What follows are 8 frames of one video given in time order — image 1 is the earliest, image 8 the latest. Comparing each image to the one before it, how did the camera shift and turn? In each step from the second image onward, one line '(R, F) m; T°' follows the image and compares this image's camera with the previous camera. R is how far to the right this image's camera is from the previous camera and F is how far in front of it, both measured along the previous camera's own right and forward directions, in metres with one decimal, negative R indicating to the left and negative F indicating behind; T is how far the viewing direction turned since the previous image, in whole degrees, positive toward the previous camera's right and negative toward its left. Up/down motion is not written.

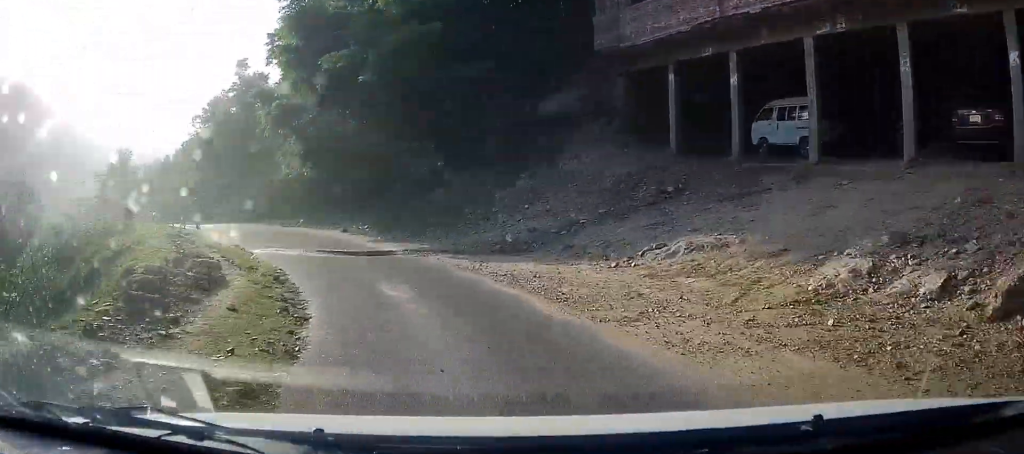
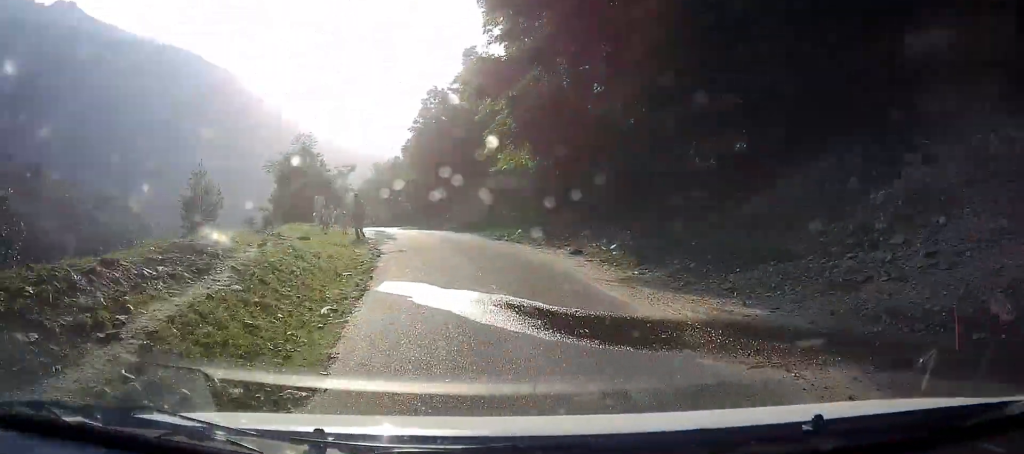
(-2.2, +9.0) m; -27°
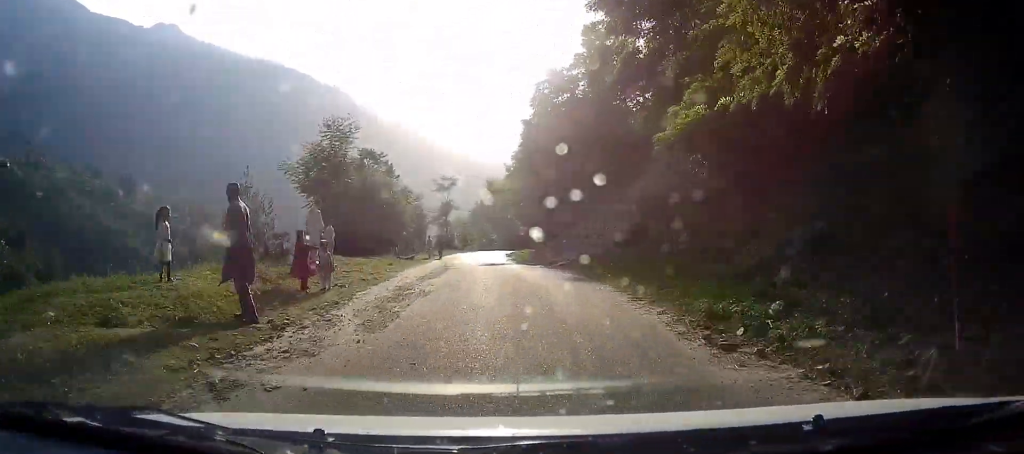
(-3.3, +13.9) m; -17°
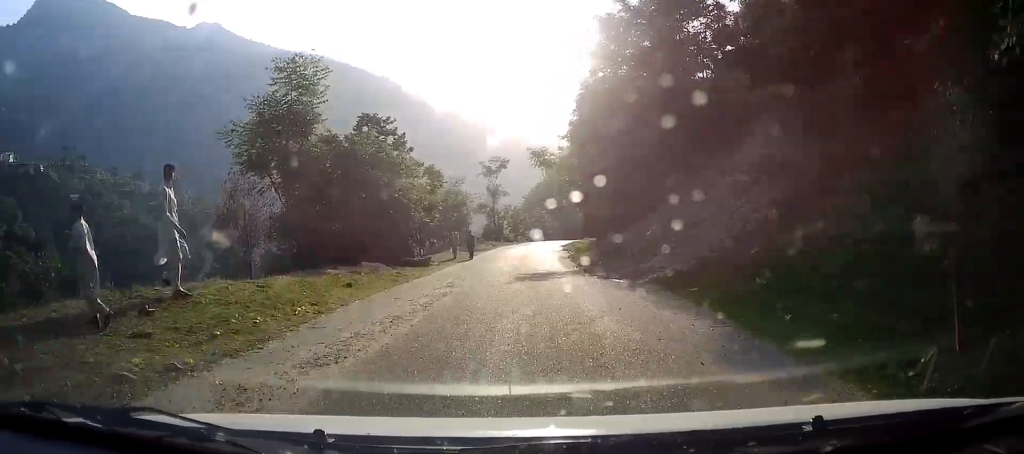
(-0.3, +9.5) m; -4°
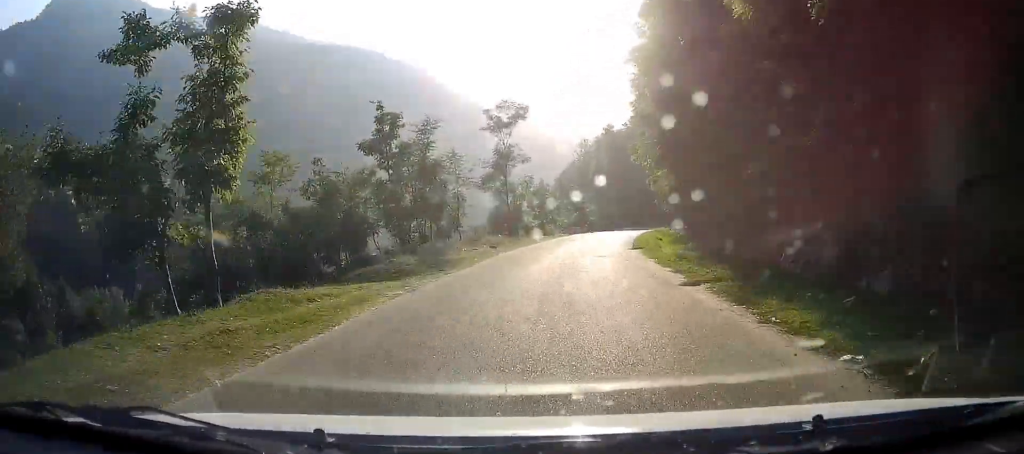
(-2.1, +25.8) m; -6°
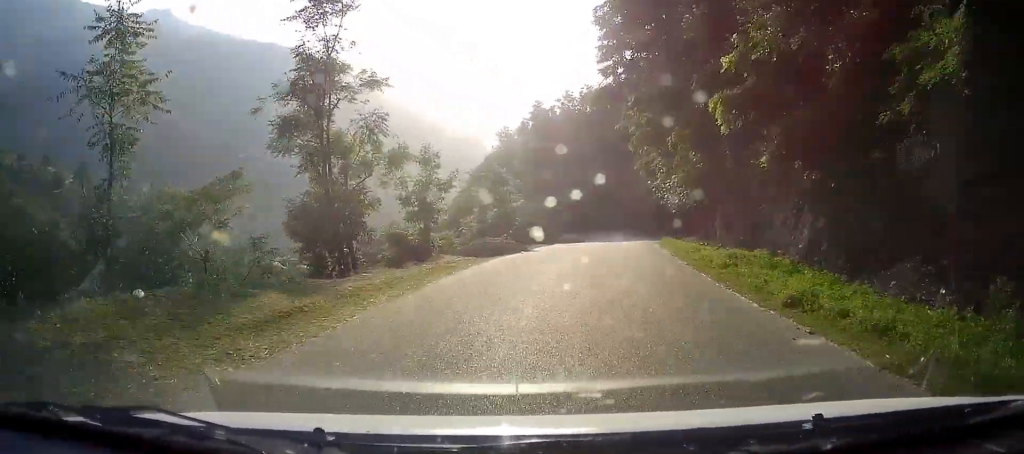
(+0.9, +26.3) m; +5°
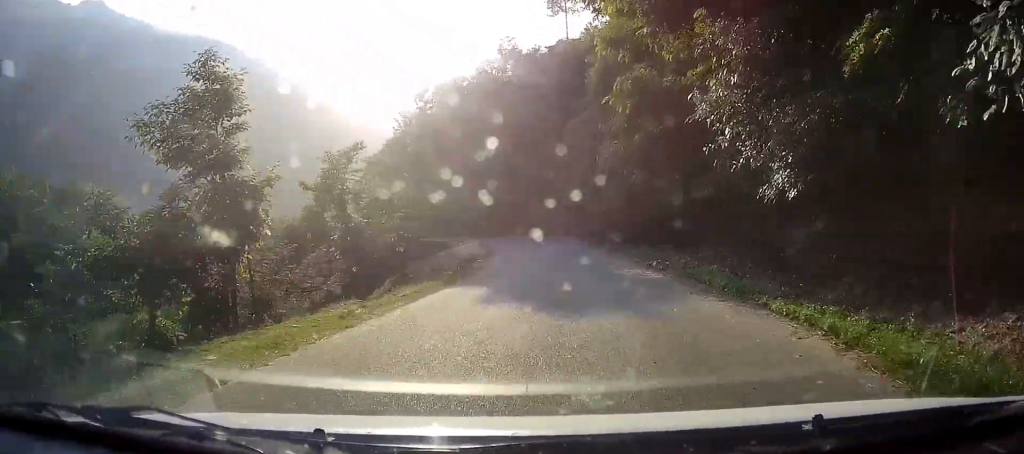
(+1.2, +24.5) m; +8°
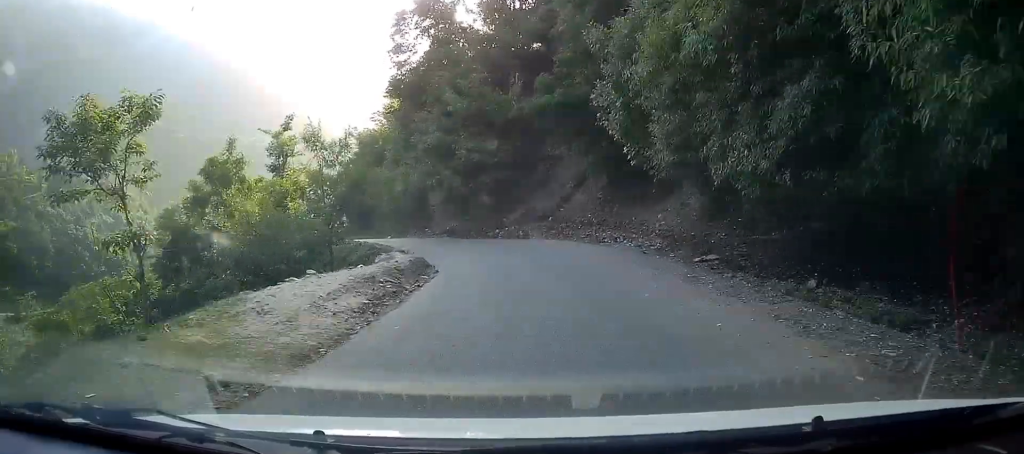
(+1.7, +23.2) m; 0°
